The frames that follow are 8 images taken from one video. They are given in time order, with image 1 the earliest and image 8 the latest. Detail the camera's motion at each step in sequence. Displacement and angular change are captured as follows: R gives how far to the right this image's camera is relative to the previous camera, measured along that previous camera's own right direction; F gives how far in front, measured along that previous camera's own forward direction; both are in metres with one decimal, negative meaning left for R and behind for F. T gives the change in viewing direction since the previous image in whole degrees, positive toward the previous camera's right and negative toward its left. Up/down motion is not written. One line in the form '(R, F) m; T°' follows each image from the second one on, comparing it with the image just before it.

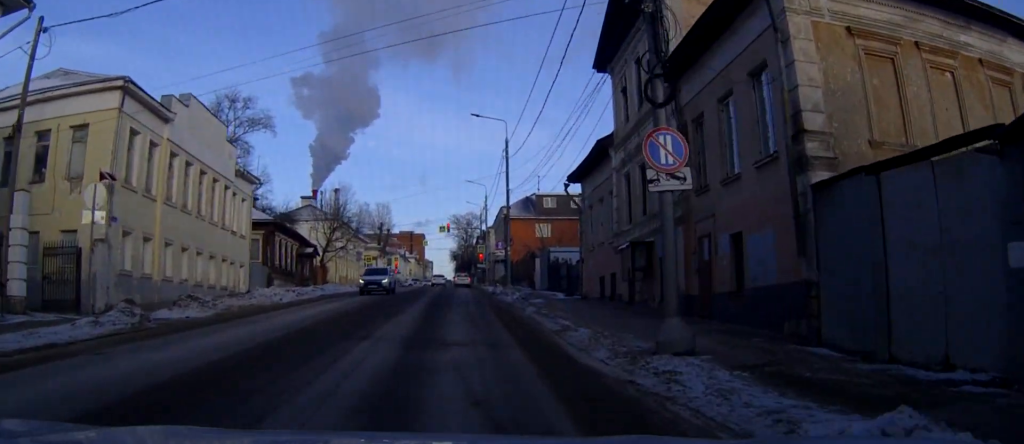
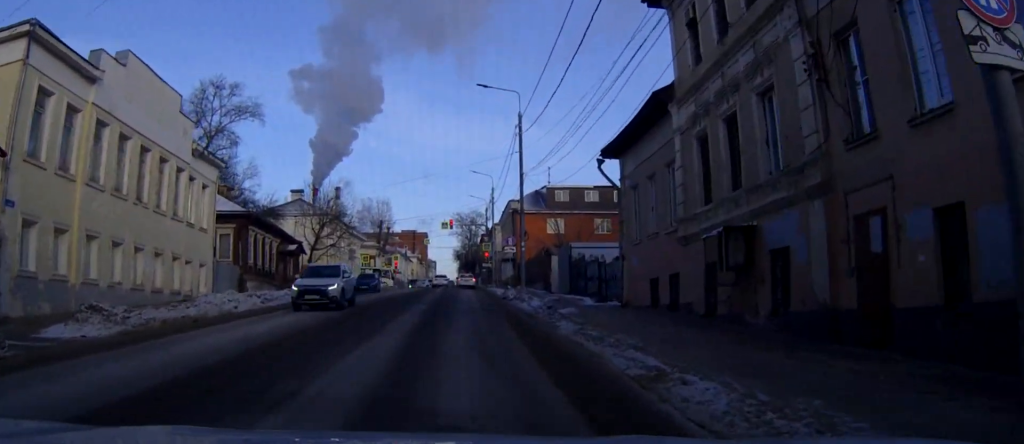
(0.0, +7.5) m; -1°
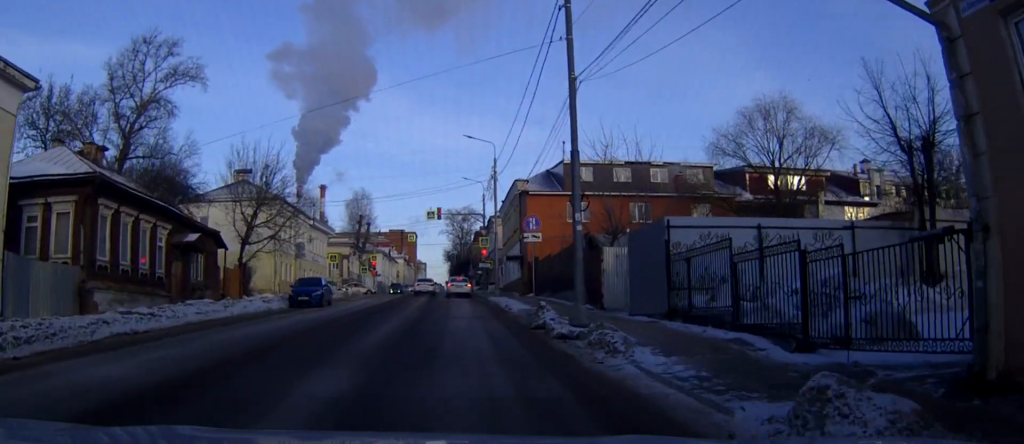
(-0.1, +18.9) m; 0°
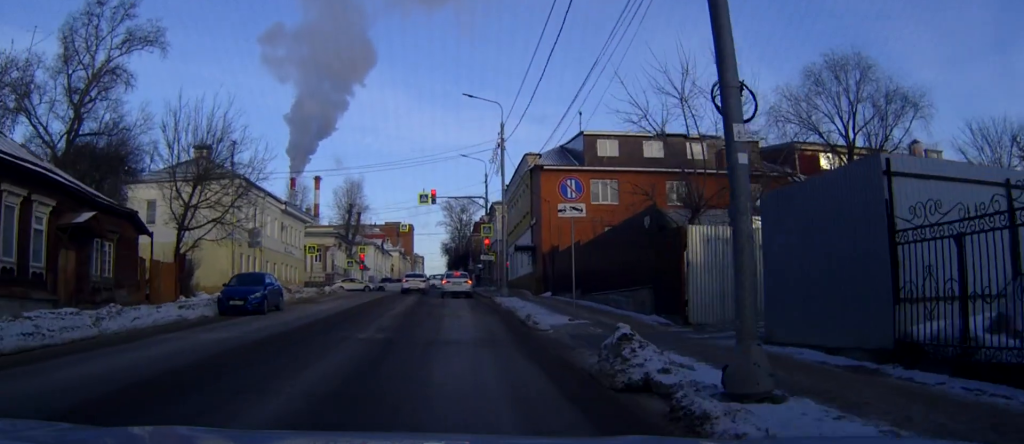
(+0.1, +10.4) m; 0°
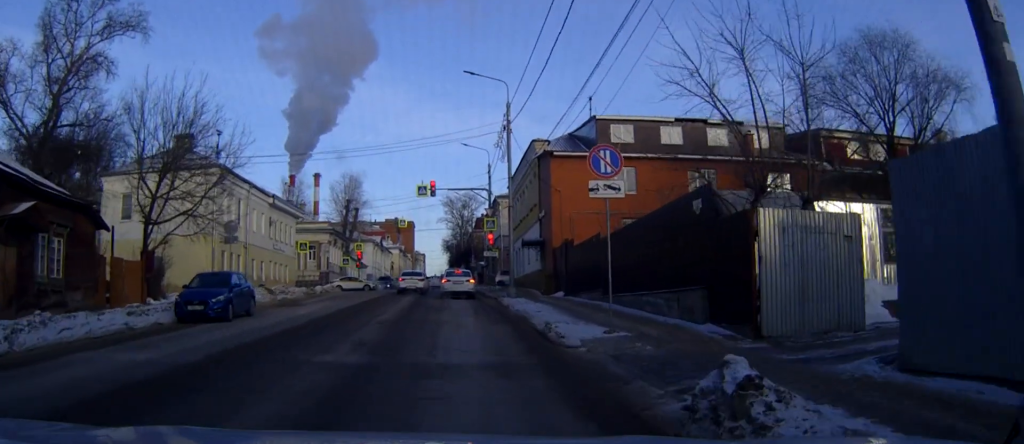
(0.0, +4.3) m; 0°
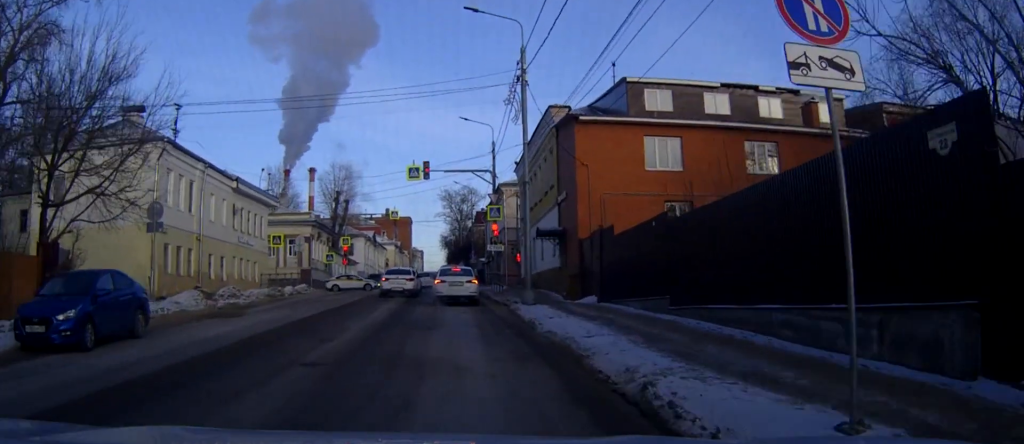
(0.0, +9.4) m; +2°
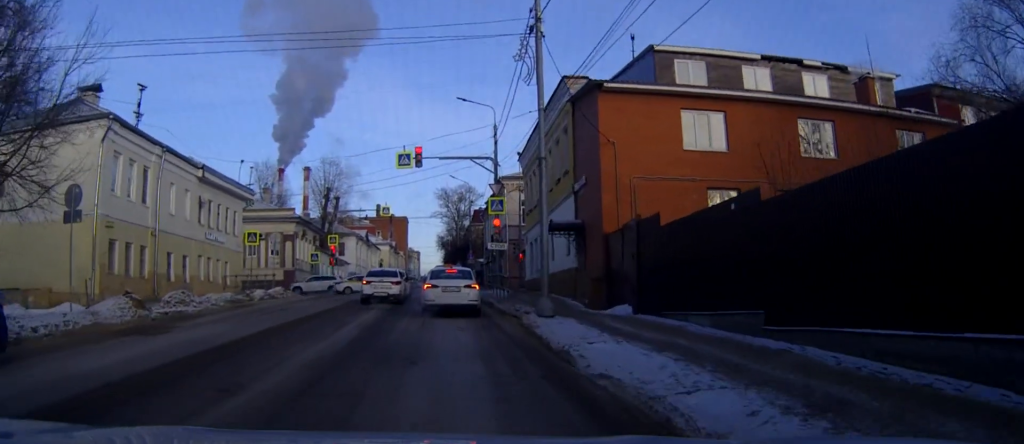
(+0.1, +6.2) m; +1°
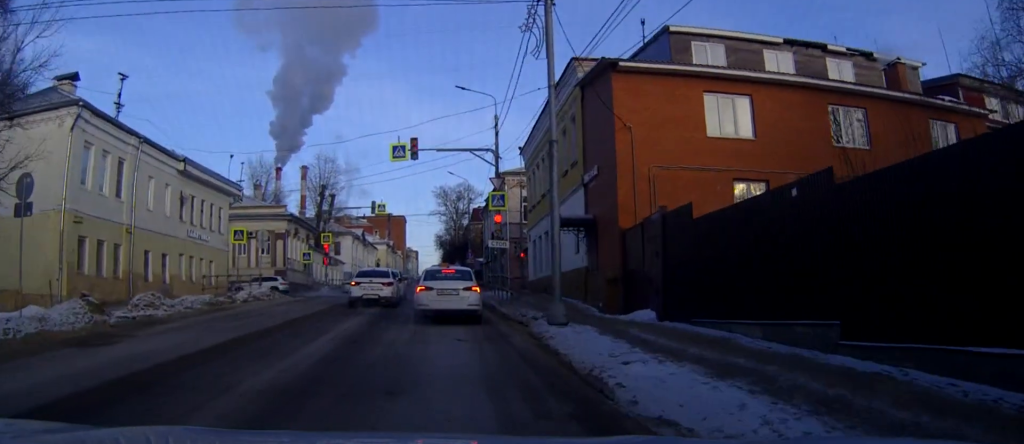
(0.0, +2.9) m; 0°
